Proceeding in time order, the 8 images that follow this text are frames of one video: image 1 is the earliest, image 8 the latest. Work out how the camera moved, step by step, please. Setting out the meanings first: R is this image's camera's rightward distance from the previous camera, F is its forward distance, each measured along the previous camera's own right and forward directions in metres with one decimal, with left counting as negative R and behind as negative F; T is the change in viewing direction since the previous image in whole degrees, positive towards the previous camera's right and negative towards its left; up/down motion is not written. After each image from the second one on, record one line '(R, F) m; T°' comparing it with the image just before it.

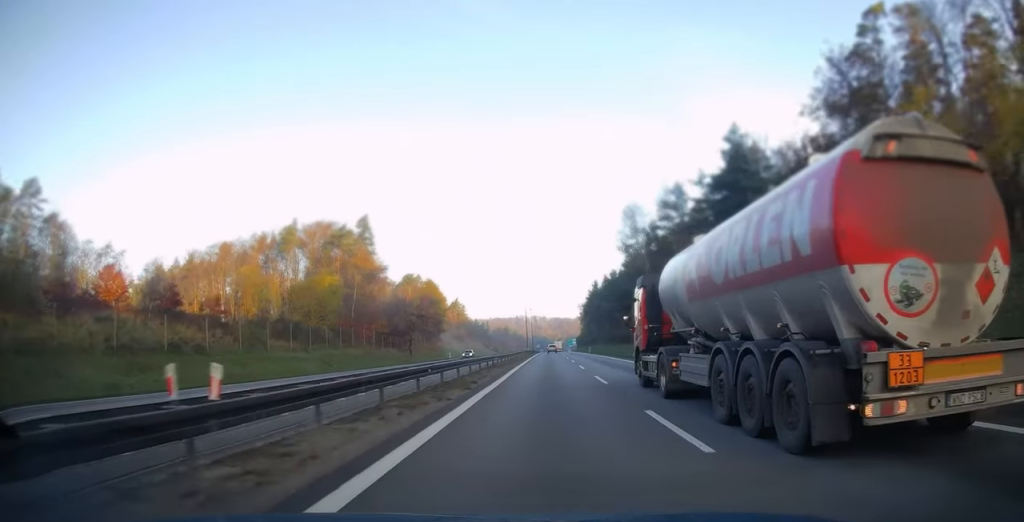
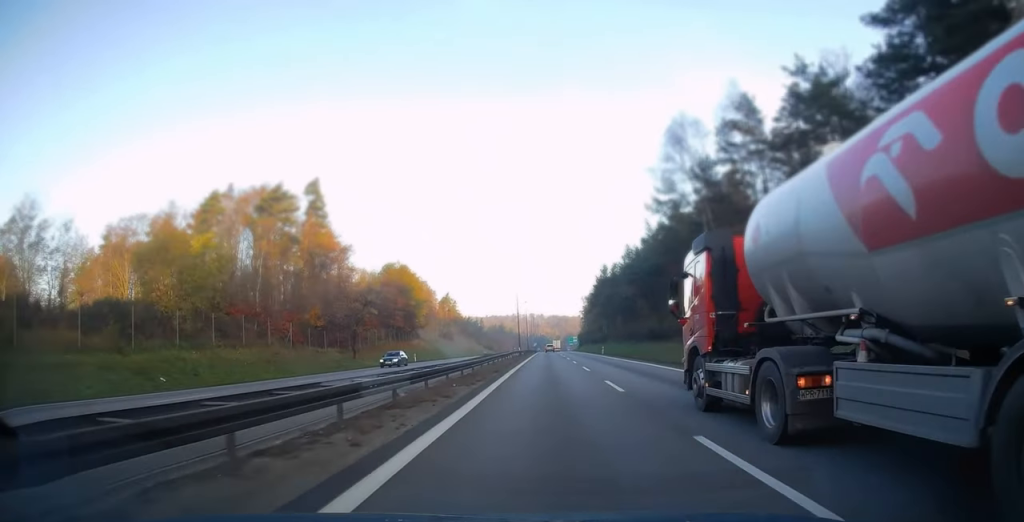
(0.0, +27.2) m; 0°
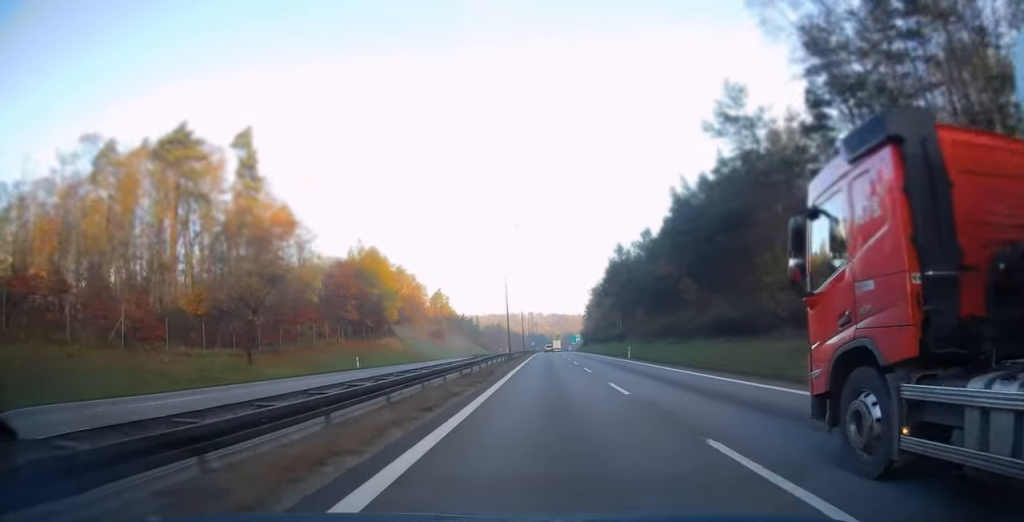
(+0.1, +24.7) m; 0°
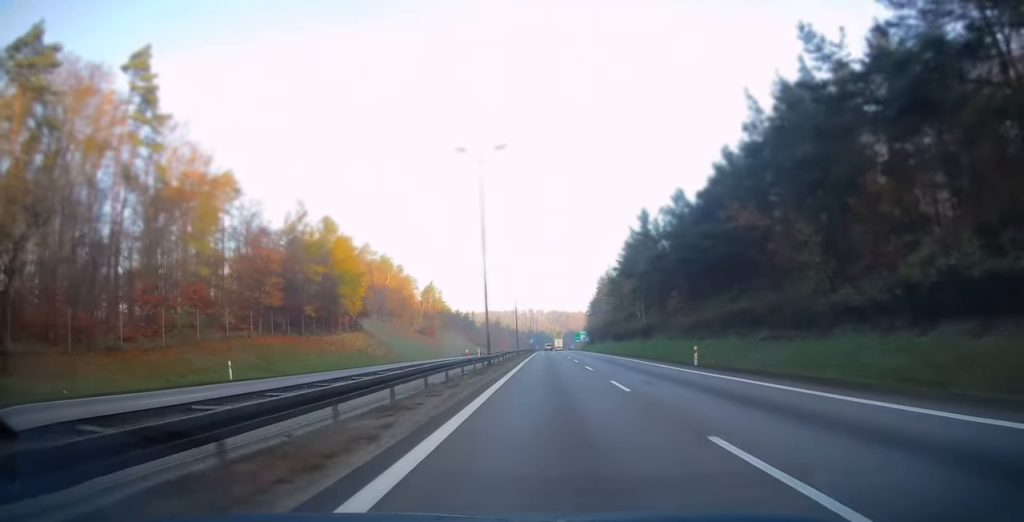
(0.0, +23.7) m; 0°
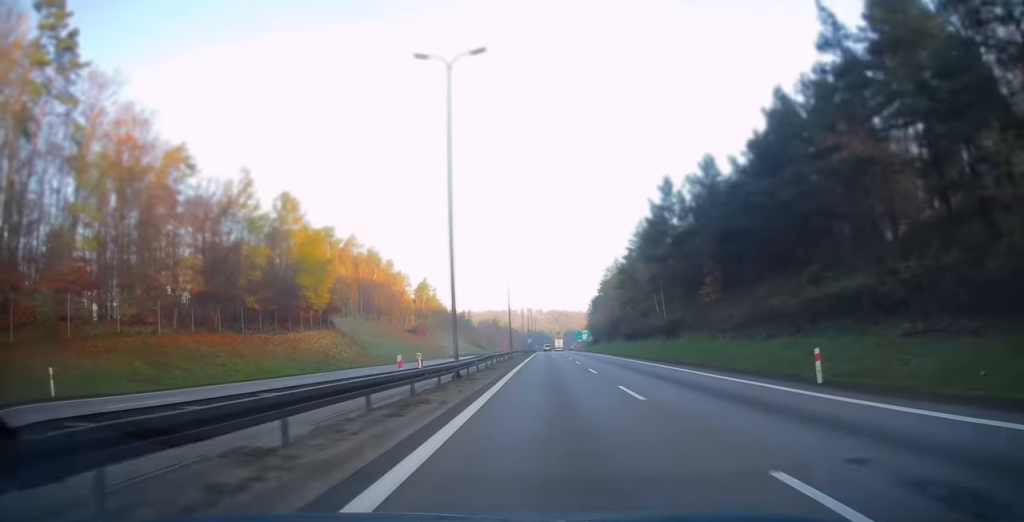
(0.0, +14.2) m; 0°
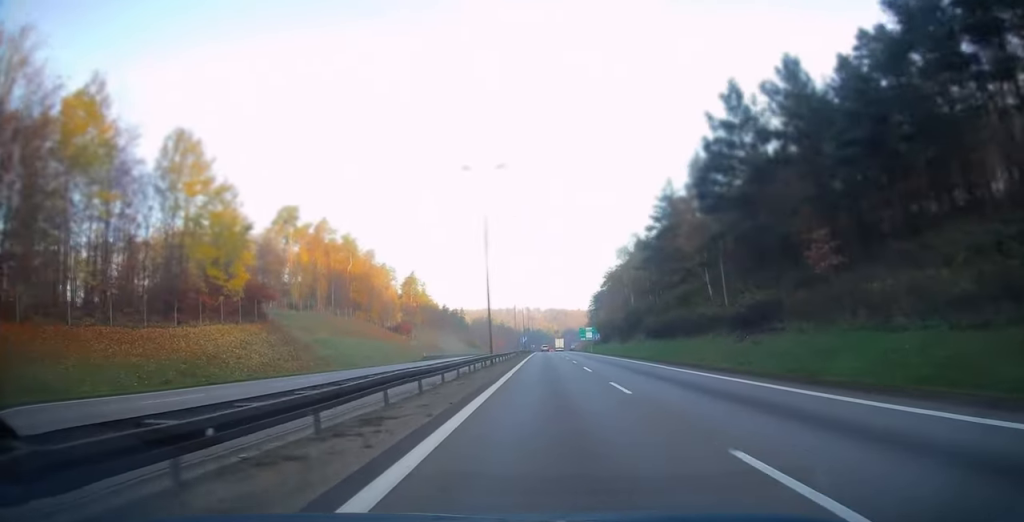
(0.0, +22.7) m; 0°
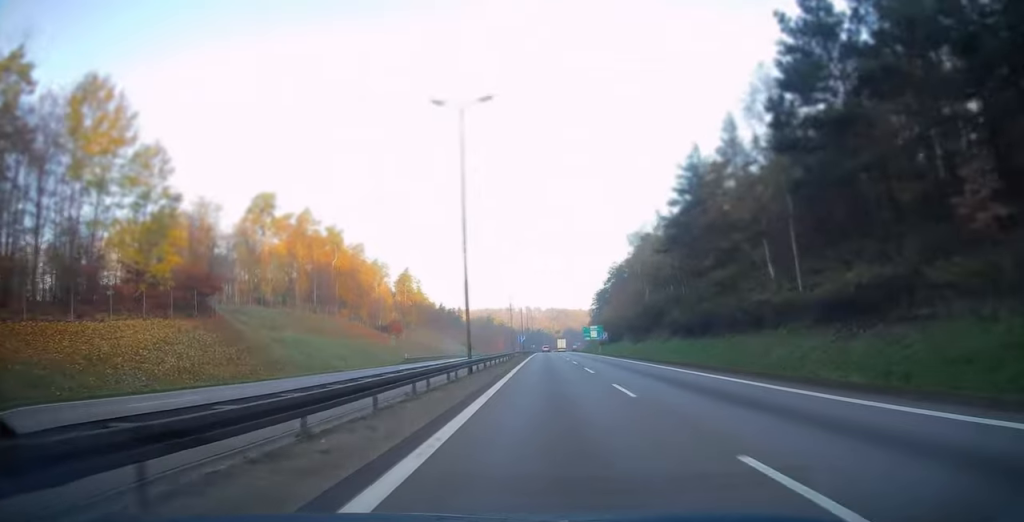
(0.0, +12.6) m; 0°
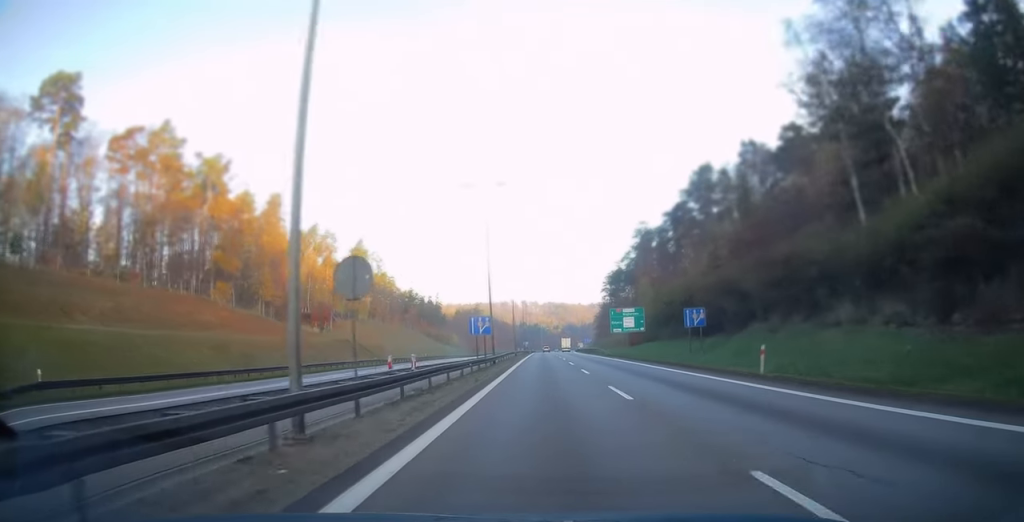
(+0.1, +60.4) m; 0°
